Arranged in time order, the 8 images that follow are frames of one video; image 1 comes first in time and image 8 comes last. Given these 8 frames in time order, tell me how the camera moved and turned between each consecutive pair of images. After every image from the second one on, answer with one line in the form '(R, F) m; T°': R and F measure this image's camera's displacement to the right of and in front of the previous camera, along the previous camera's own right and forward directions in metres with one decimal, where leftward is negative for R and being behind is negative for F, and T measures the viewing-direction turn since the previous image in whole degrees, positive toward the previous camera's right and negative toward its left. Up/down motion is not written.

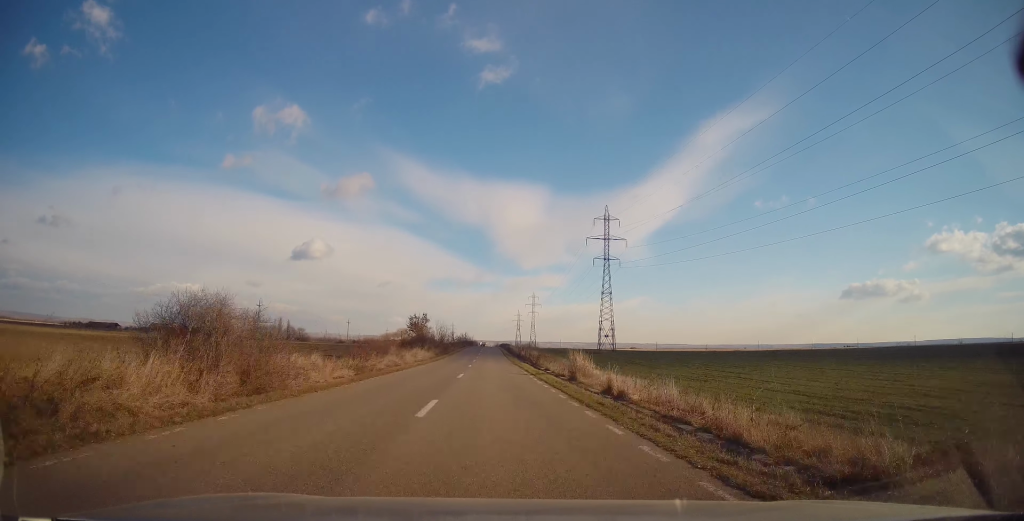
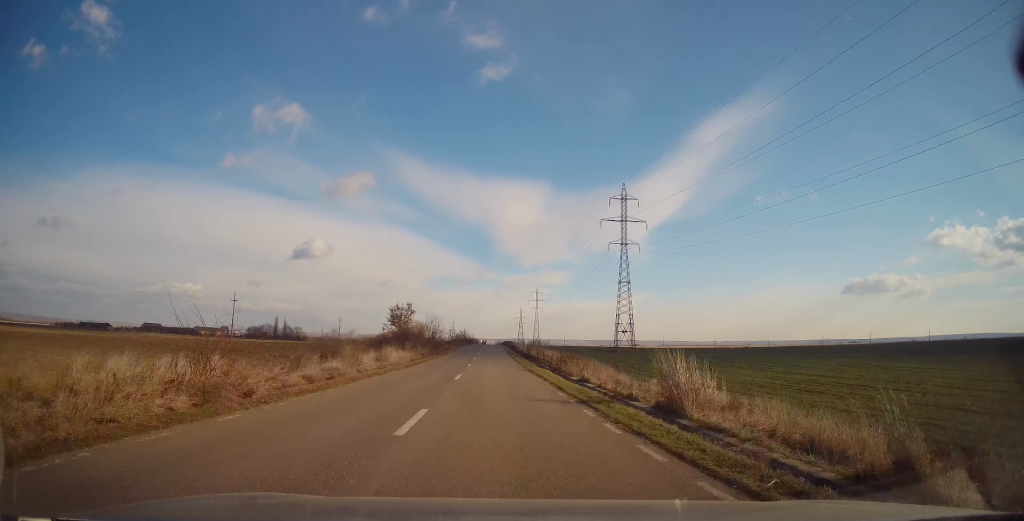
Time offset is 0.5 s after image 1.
(+0.3, +13.8) m; 0°
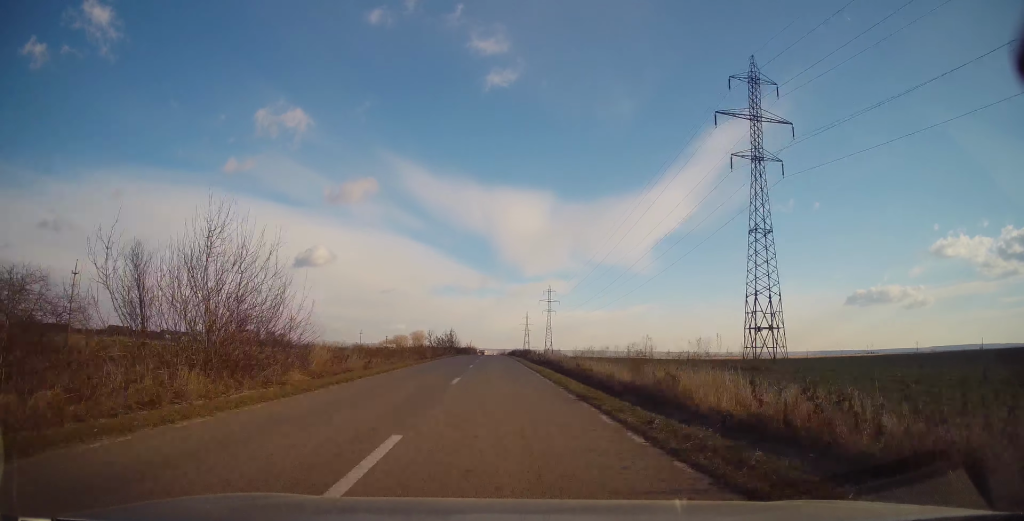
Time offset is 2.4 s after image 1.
(-0.1, +51.5) m; 0°
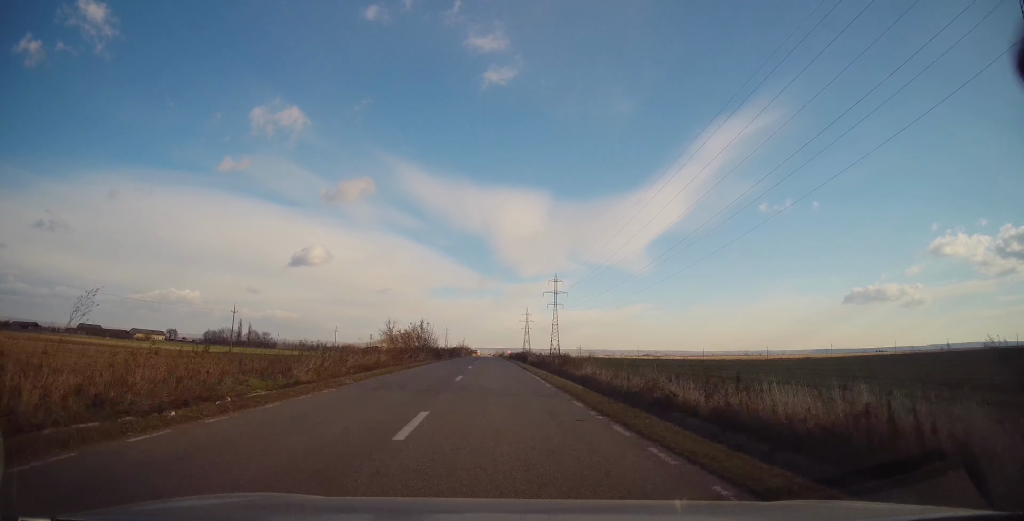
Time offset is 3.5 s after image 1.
(-0.1, +32.5) m; -1°
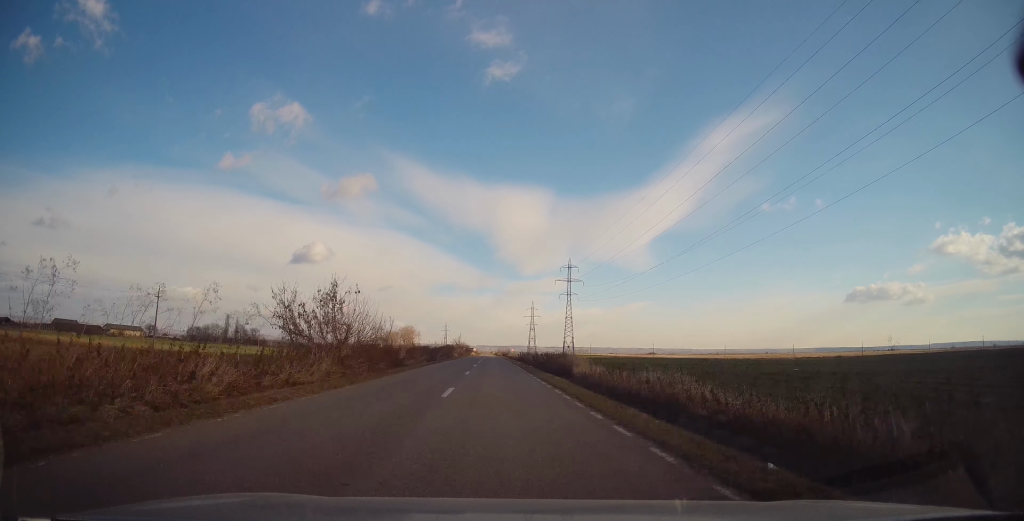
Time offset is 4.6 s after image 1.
(-0.2, +30.3) m; +1°
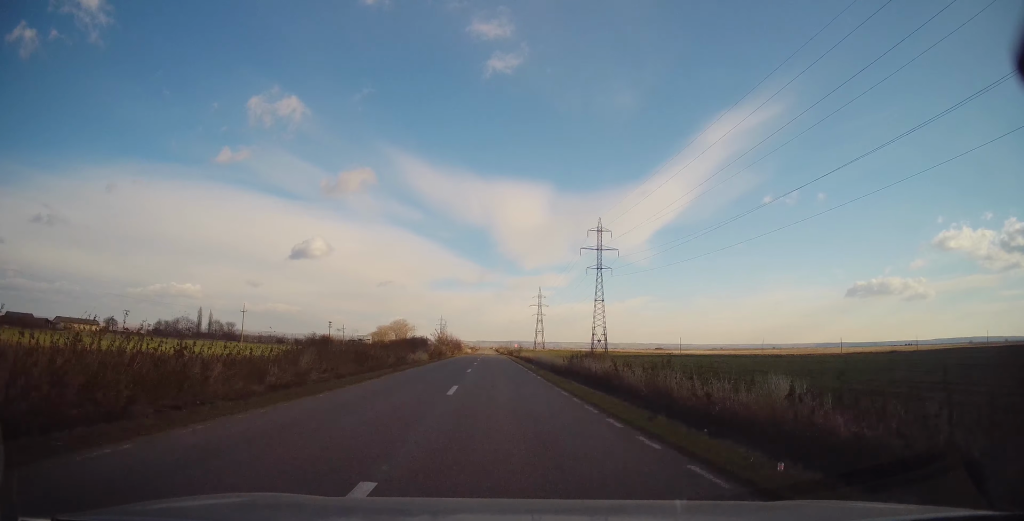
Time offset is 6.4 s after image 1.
(+0.3, +47.7) m; 0°
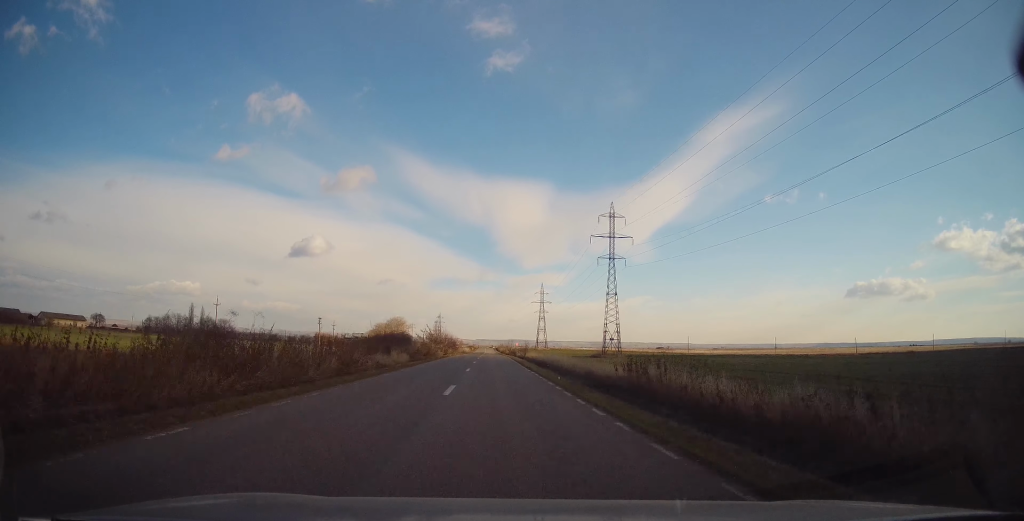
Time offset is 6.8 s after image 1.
(-0.1, +11.9) m; 0°
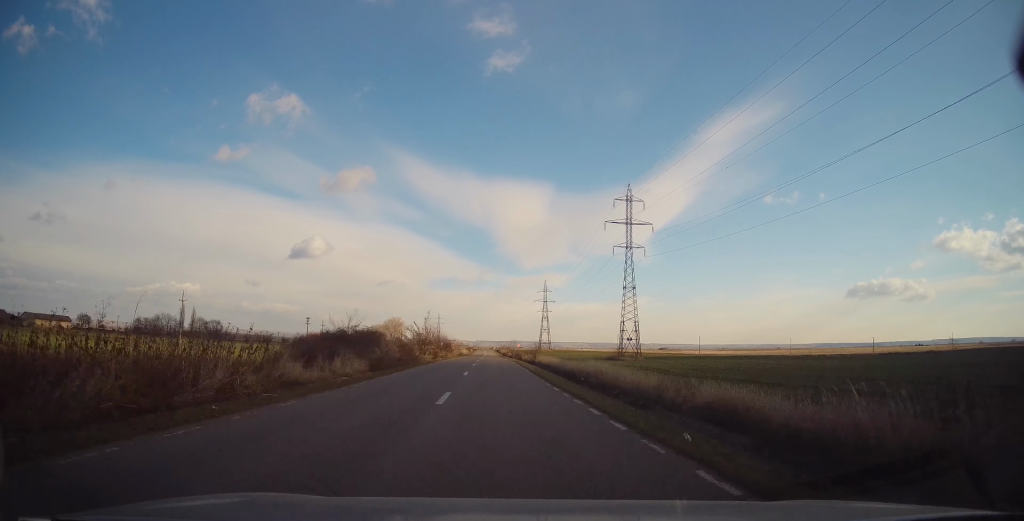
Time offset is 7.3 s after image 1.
(-0.1, +13.5) m; +1°
